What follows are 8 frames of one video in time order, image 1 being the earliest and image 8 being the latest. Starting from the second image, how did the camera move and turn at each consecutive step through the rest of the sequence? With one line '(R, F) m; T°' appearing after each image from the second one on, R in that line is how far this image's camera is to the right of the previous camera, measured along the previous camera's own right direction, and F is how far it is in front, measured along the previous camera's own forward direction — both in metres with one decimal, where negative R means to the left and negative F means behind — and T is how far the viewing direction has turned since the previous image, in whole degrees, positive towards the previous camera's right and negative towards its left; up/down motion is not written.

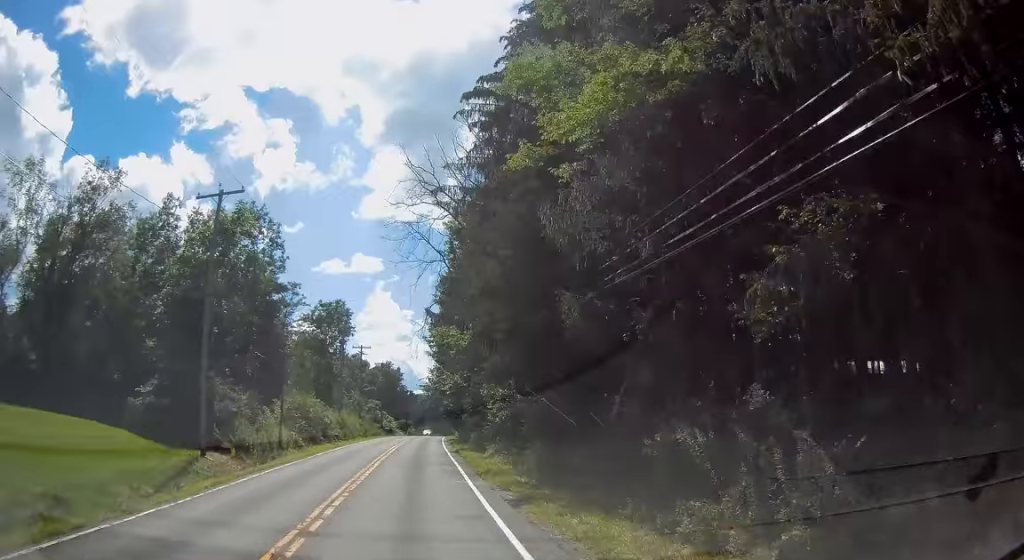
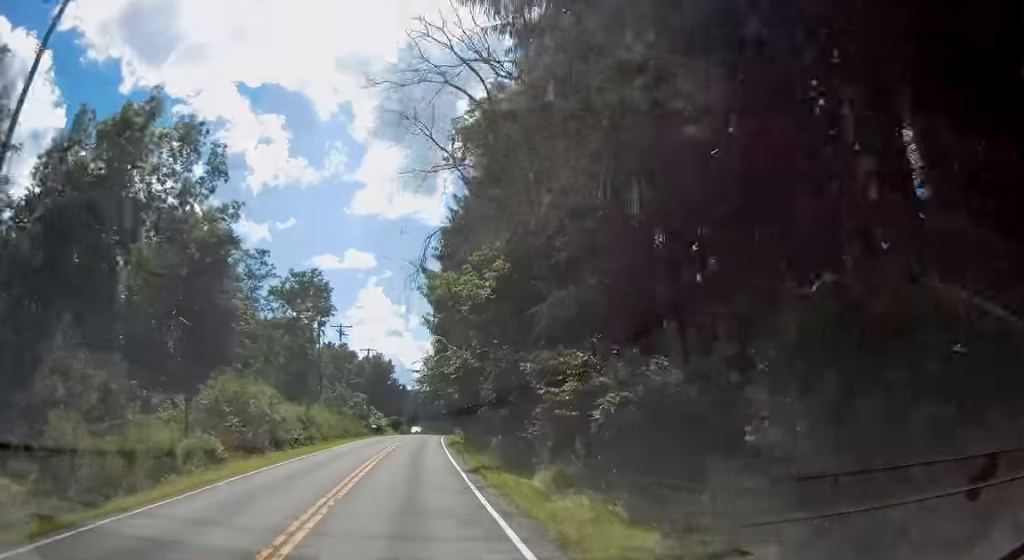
(-0.2, +15.4) m; 0°
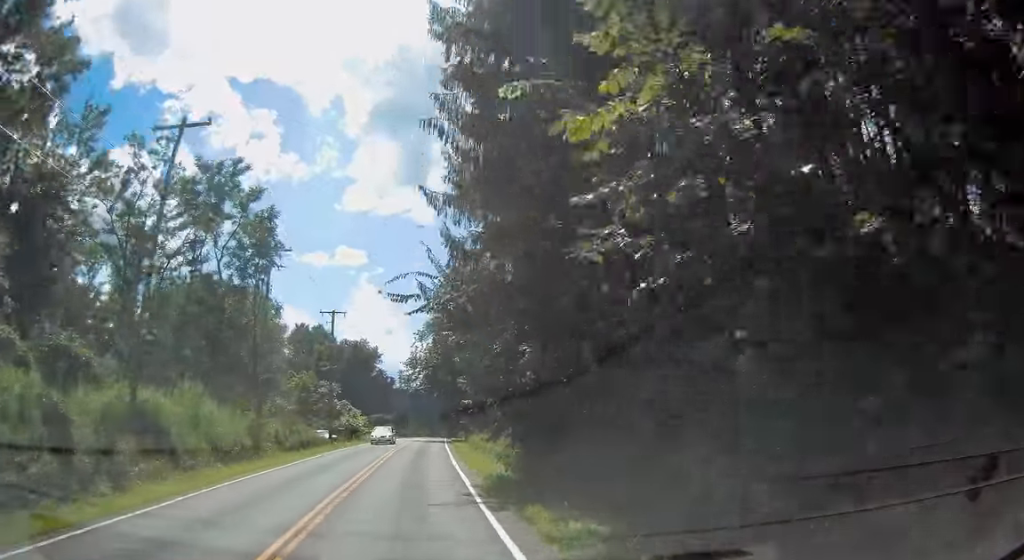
(+0.5, +29.1) m; +2°
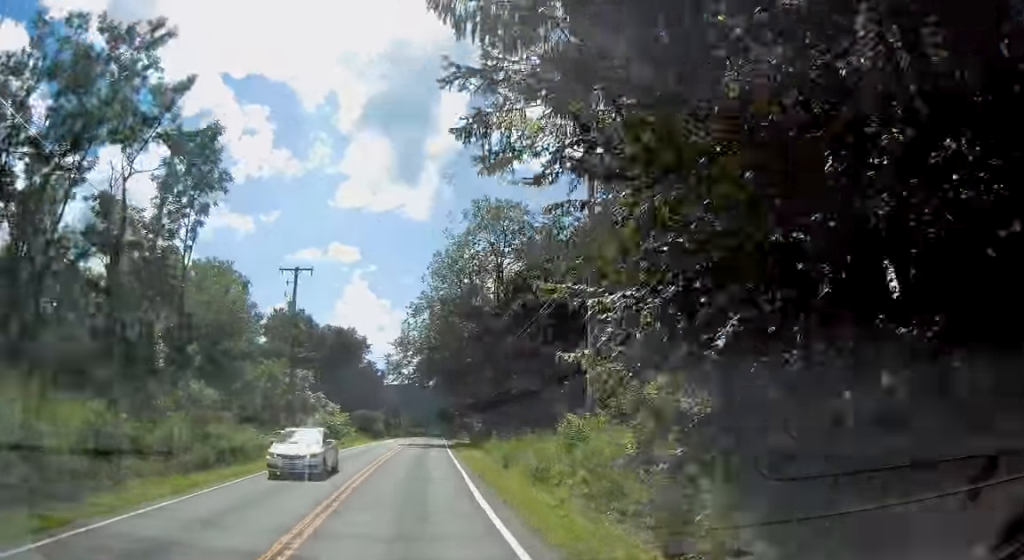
(+0.1, +15.2) m; +1°
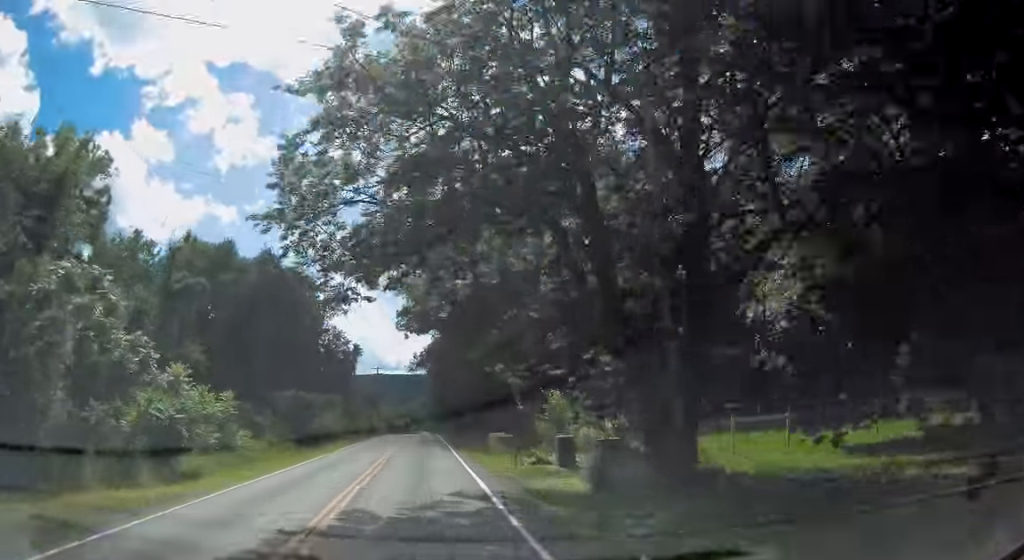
(+0.6, +39.8) m; +1°
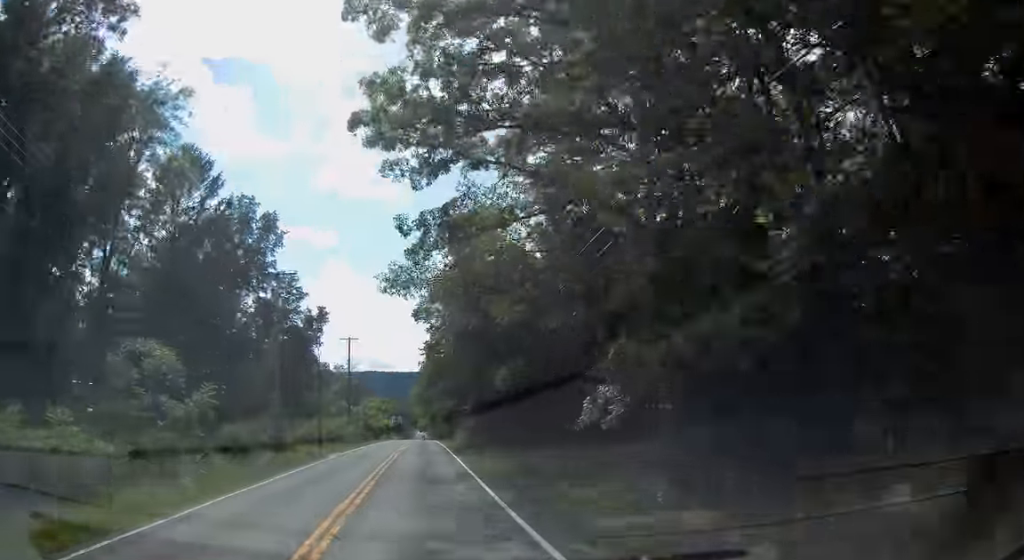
(+0.3, +41.4) m; +1°
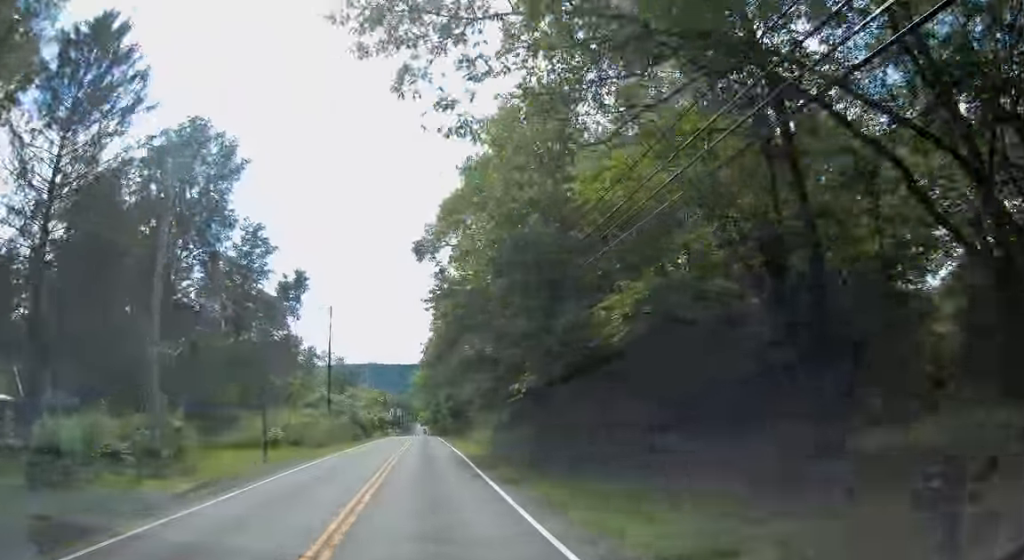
(+0.1, +17.7) m; 0°
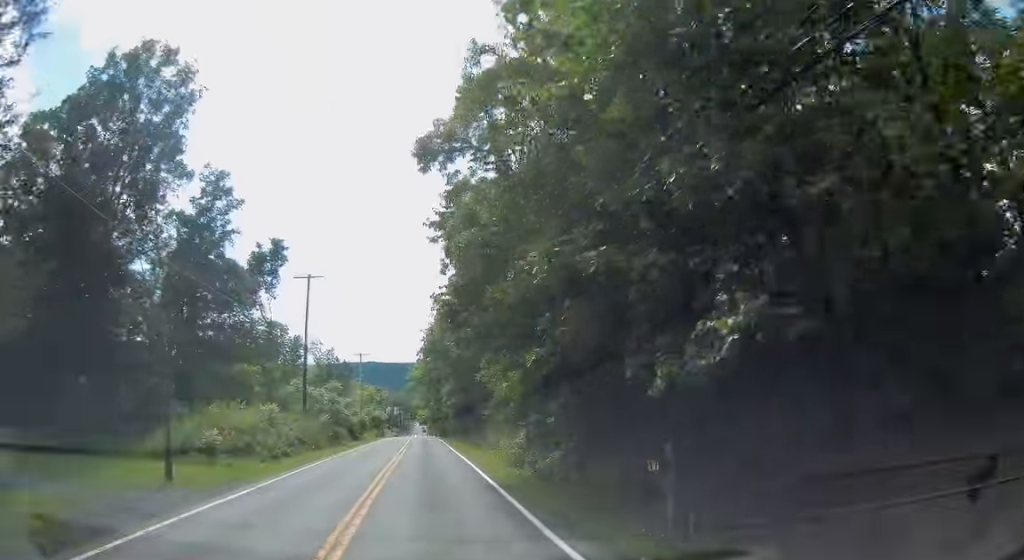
(0.0, +12.1) m; 0°
